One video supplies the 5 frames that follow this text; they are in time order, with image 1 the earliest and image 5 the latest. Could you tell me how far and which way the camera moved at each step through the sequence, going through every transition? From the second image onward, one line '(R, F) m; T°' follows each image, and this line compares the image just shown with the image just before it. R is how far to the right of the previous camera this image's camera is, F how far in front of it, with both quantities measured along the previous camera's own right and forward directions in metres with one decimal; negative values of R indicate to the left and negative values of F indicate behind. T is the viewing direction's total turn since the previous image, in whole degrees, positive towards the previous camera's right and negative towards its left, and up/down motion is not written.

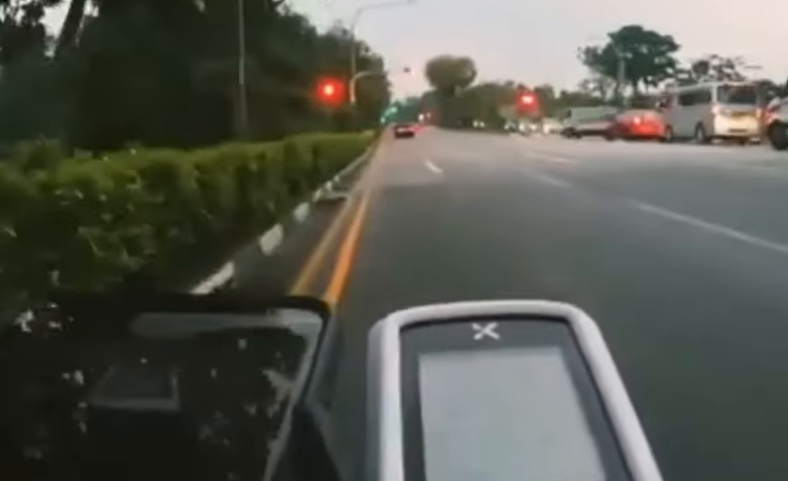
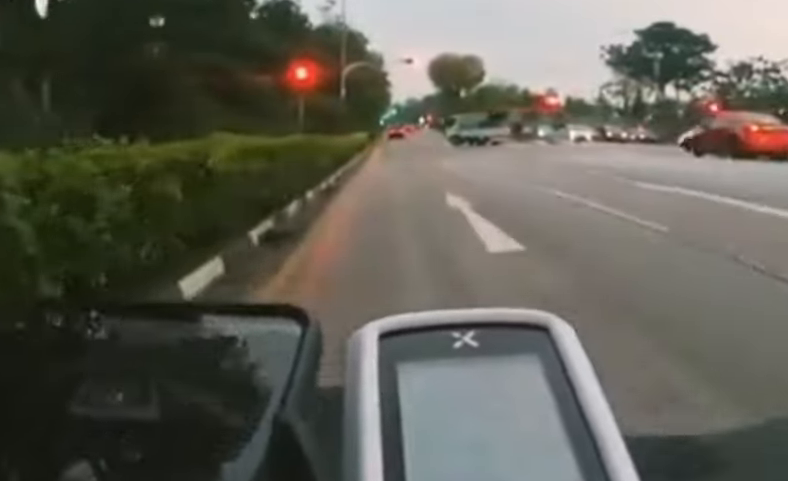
(+0.2, +7.8) m; -3°
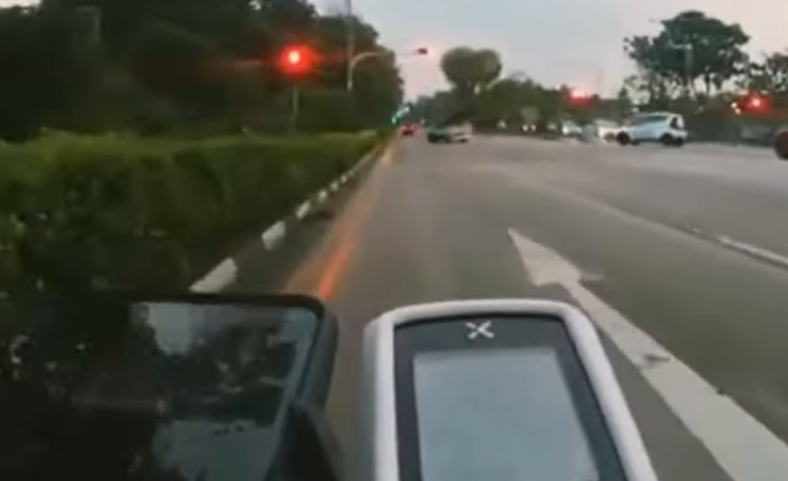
(0.0, +3.5) m; -1°
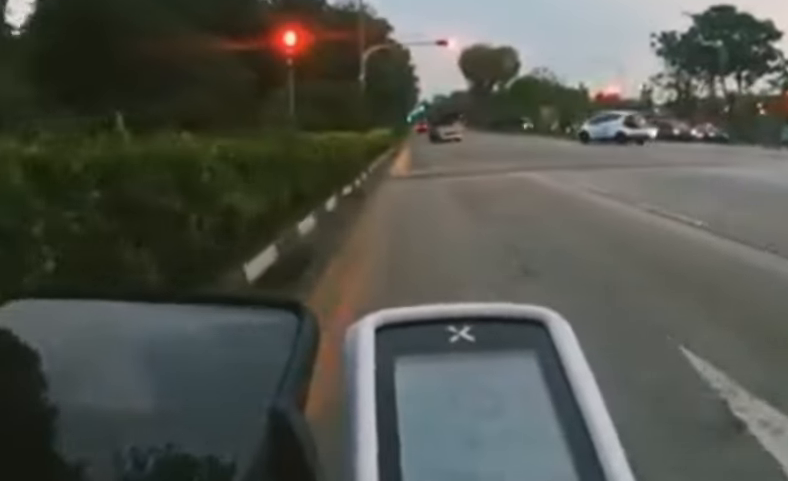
(0.0, +3.1) m; 0°
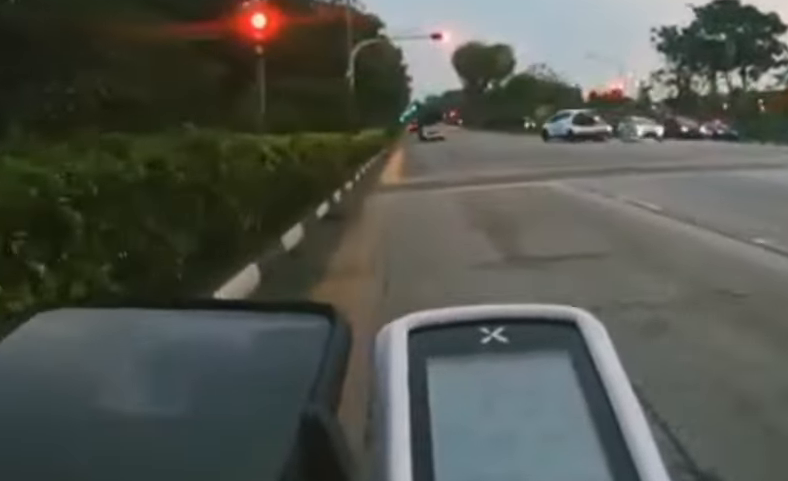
(0.0, +2.4) m; +1°
